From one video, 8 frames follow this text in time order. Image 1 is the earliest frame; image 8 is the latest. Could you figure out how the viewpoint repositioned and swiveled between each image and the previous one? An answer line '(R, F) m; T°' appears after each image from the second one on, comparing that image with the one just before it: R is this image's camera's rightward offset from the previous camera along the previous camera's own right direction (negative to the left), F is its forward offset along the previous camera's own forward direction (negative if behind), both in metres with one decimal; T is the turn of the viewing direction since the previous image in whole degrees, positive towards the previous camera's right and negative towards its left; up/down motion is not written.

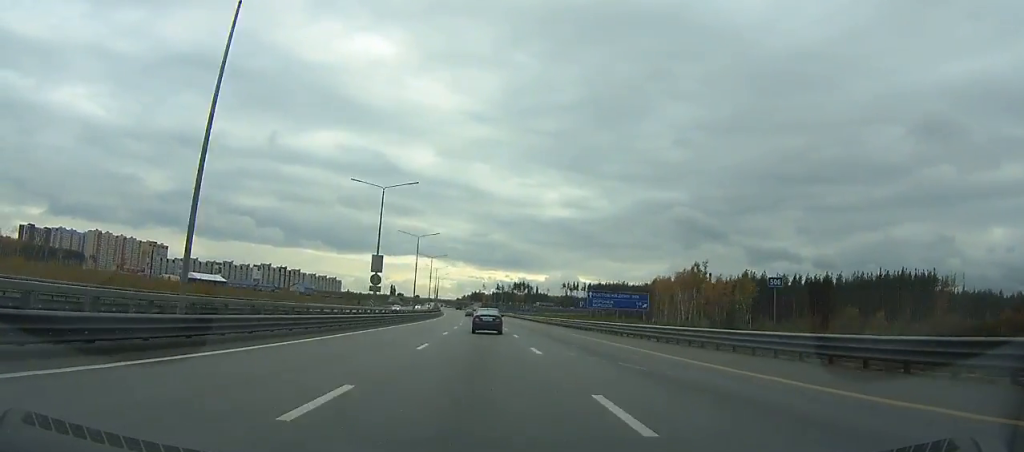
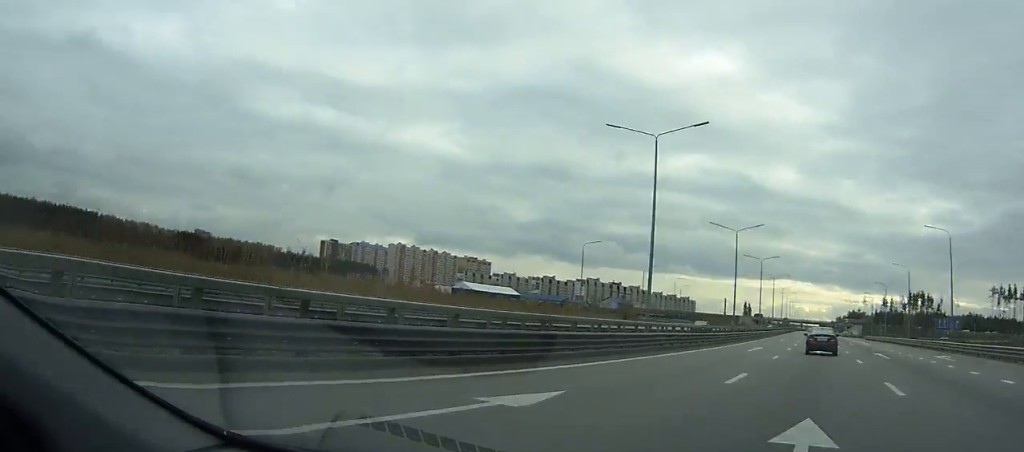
(-3.2, +138.1) m; -3°
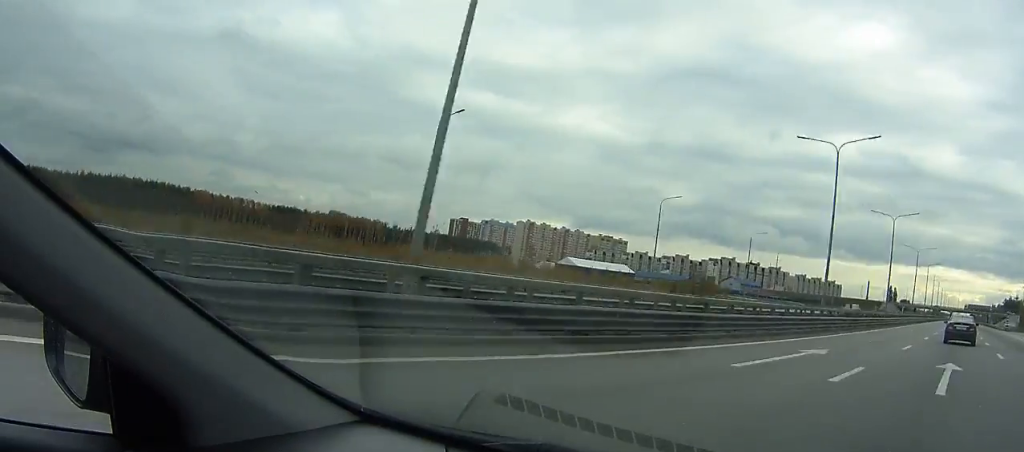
(-0.7, +51.5) m; -1°
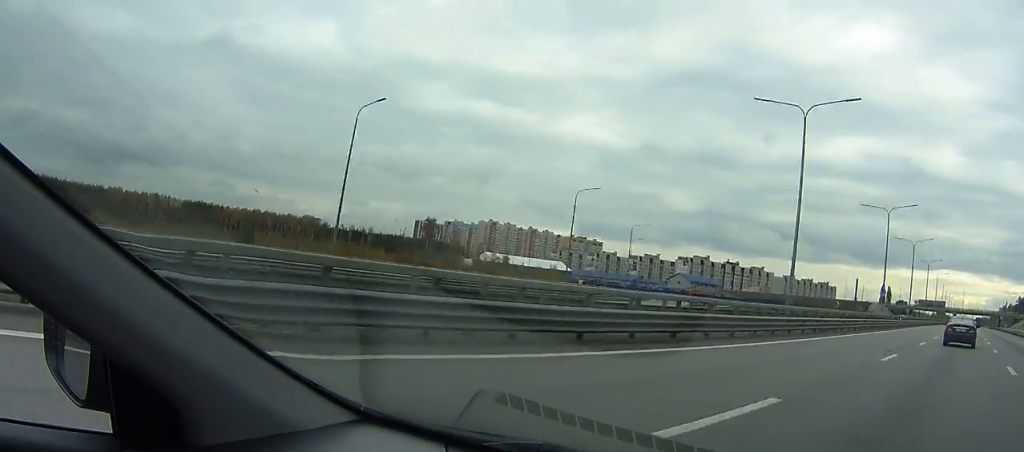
(-1.0, +65.2) m; -1°
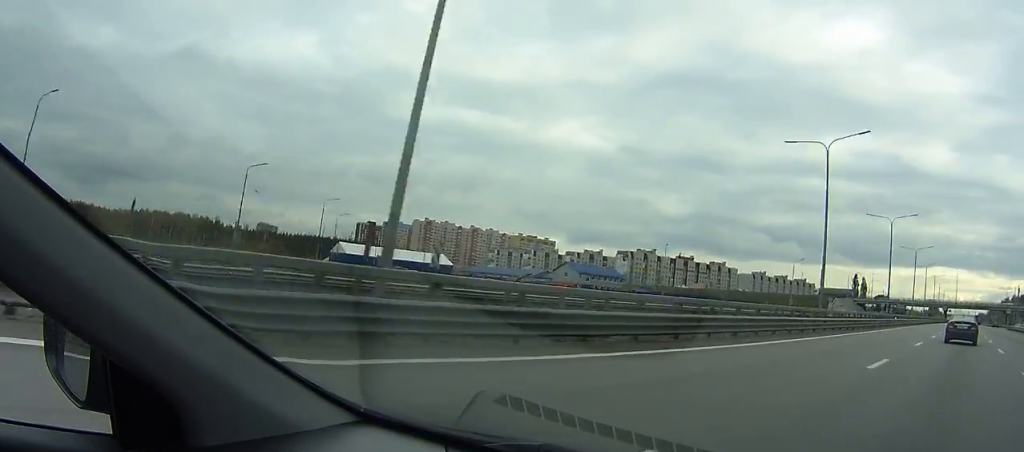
(-0.2, +76.4) m; 0°
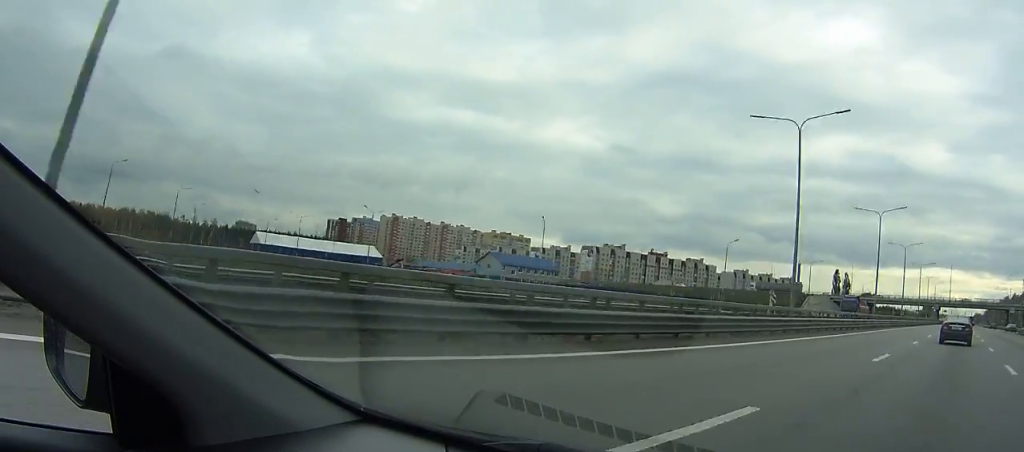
(0.0, +34.1) m; 0°
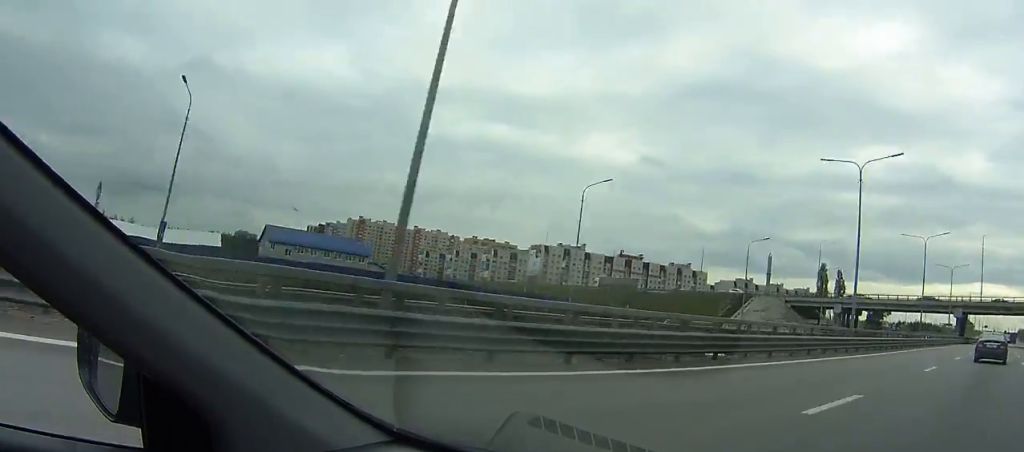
(+0.3, +79.6) m; 0°
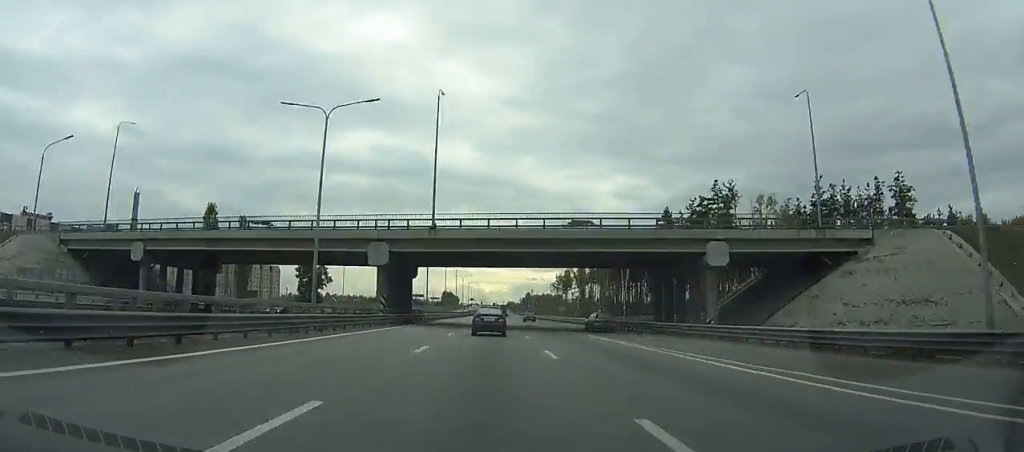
(-0.4, +63.0) m; 0°
